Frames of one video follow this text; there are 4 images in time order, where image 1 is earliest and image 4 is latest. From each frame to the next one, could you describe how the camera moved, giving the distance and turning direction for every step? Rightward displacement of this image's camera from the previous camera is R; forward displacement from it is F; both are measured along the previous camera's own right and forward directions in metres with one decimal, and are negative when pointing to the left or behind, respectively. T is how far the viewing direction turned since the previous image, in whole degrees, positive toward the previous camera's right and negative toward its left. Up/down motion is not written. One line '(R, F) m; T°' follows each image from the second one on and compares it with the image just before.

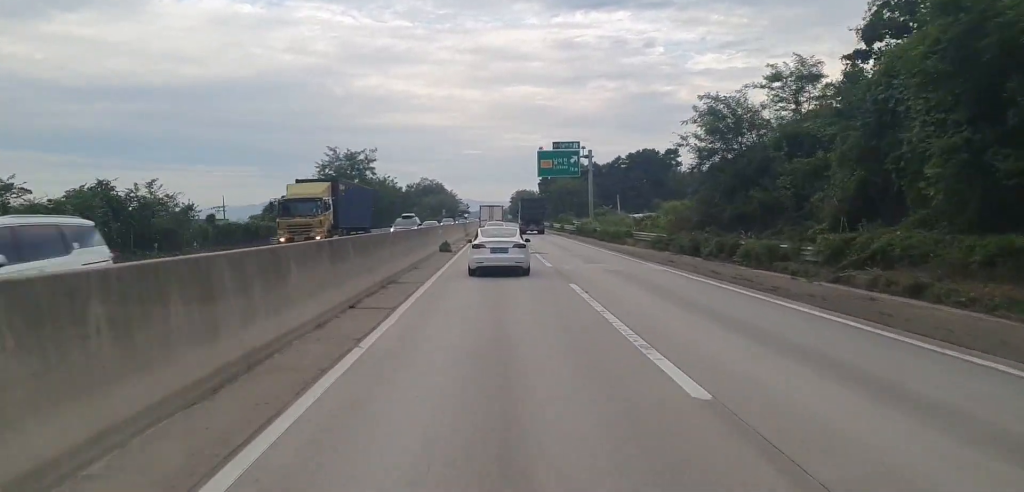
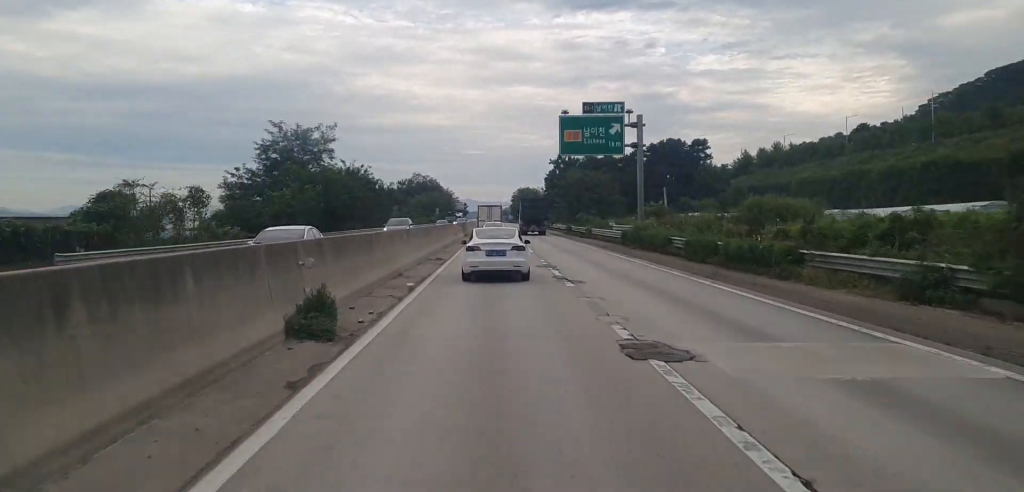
(0.0, +28.8) m; 0°
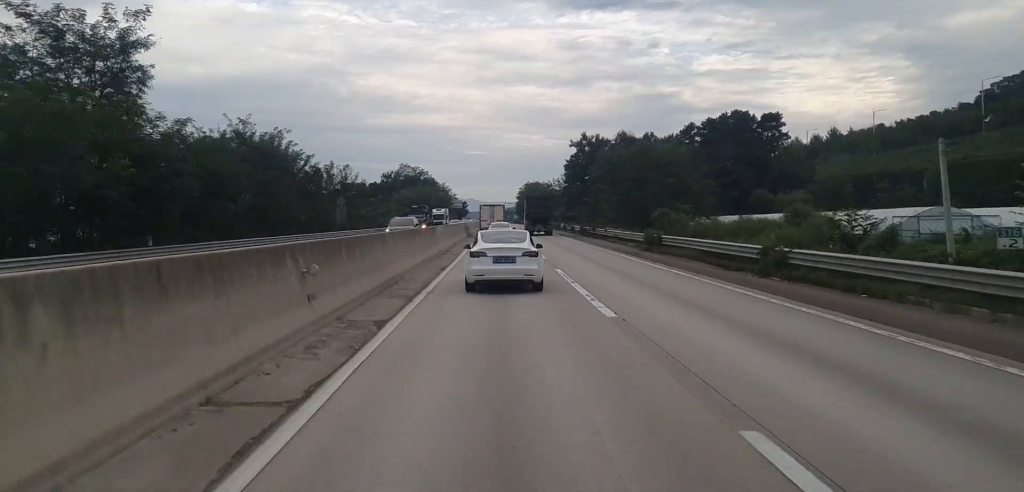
(-0.3, +46.2) m; -1°
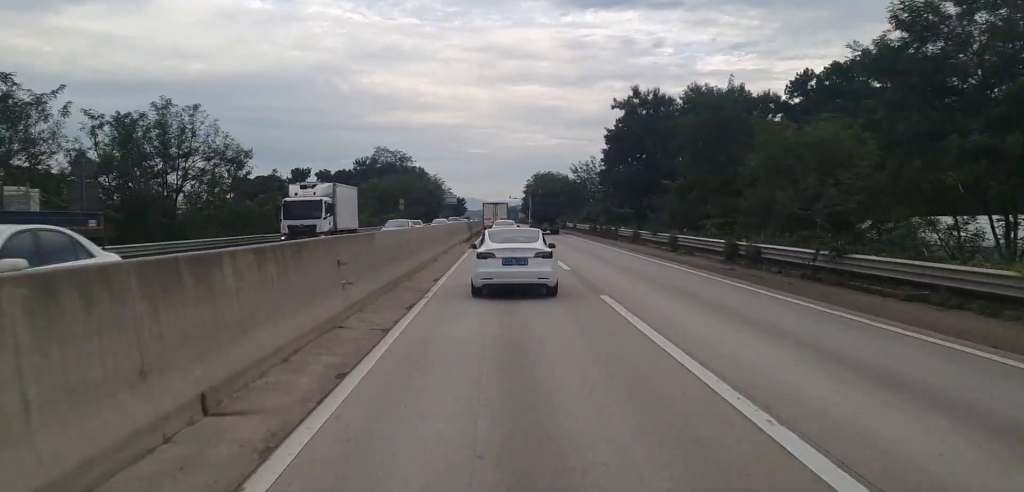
(+0.5, +49.5) m; +1°
